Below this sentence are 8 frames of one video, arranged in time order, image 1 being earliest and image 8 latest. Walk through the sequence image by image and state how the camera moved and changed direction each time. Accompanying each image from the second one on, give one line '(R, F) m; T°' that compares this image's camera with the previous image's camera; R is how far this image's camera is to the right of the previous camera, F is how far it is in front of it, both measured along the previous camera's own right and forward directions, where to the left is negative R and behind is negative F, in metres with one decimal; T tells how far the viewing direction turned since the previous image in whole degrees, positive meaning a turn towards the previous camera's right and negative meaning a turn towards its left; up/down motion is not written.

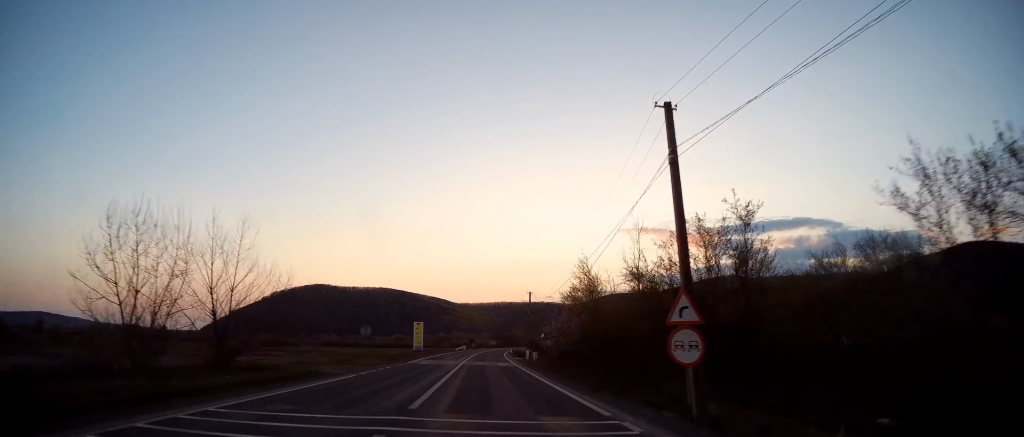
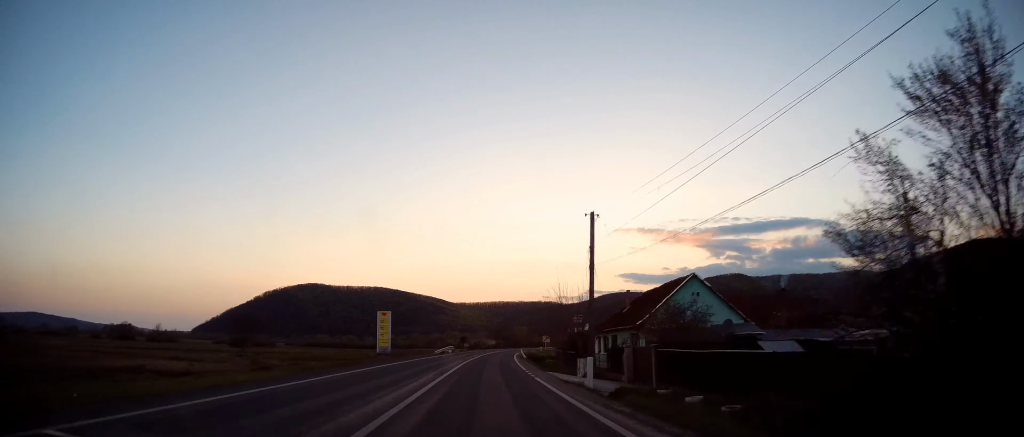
(+0.5, +35.1) m; +1°
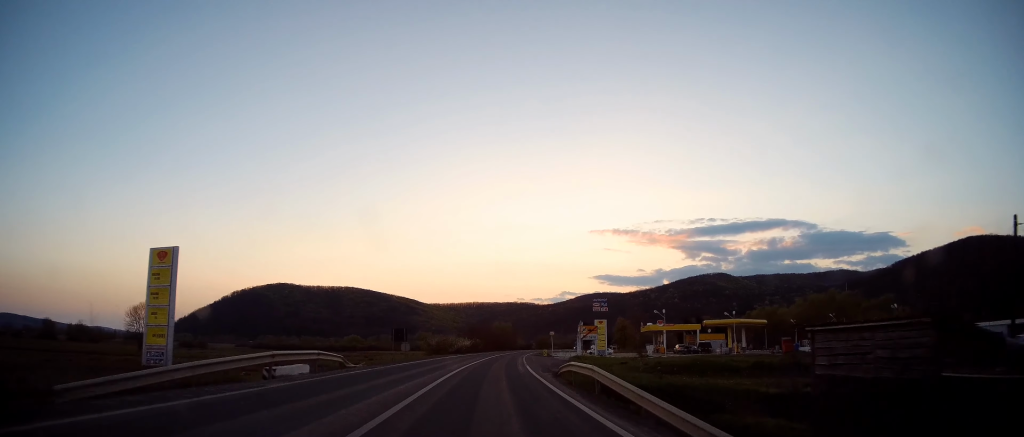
(-0.1, +51.2) m; +1°
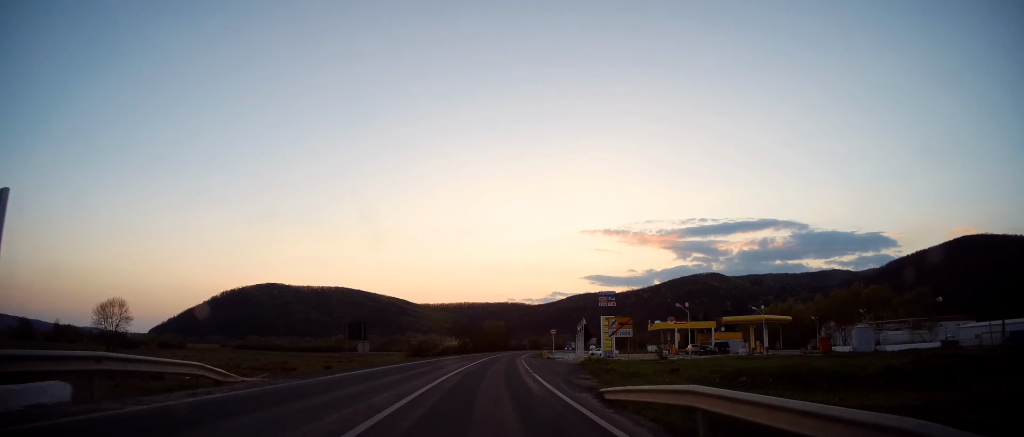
(-0.1, +11.4) m; +1°
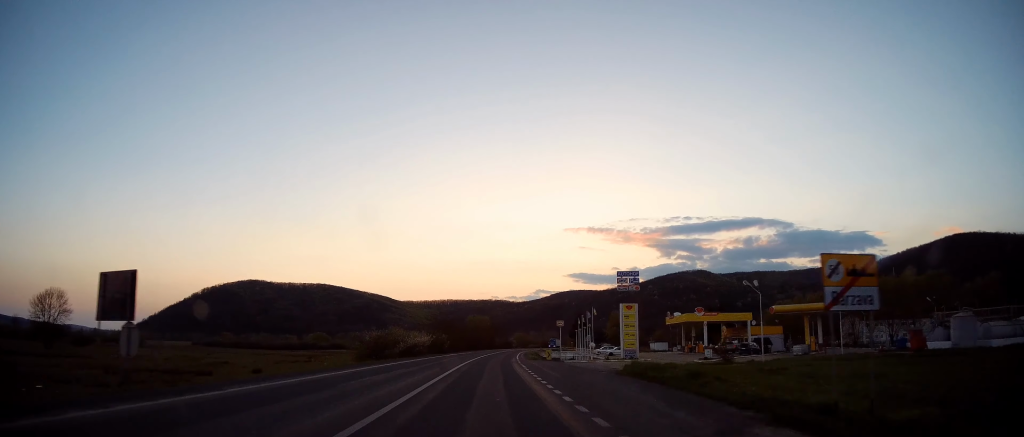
(+0.4, +19.2) m; +2°
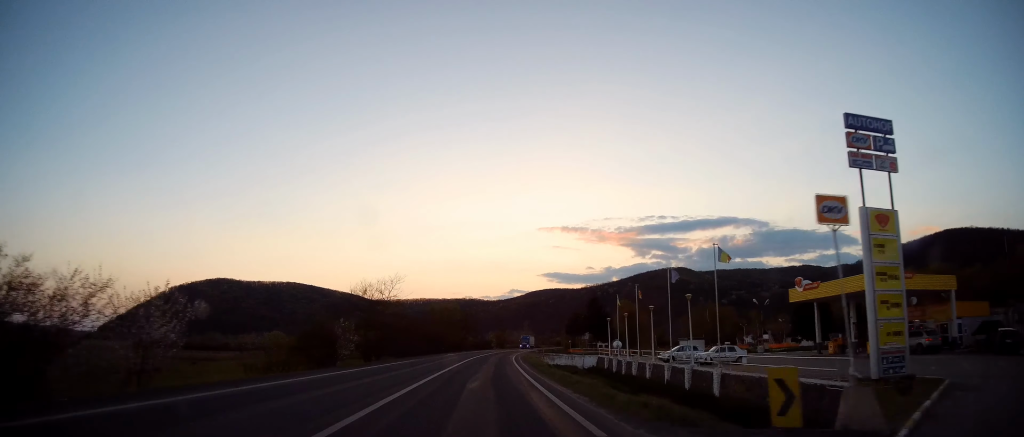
(+1.6, +42.6) m; +4°
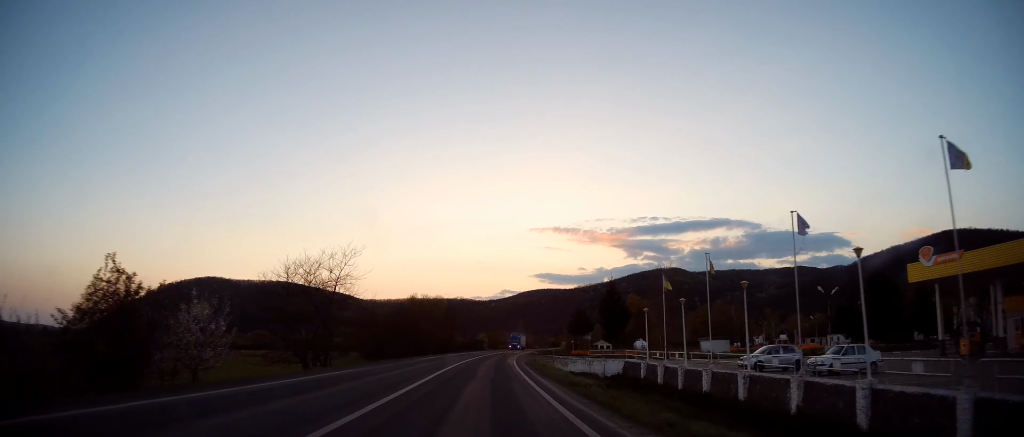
(+0.1, +15.7) m; +1°
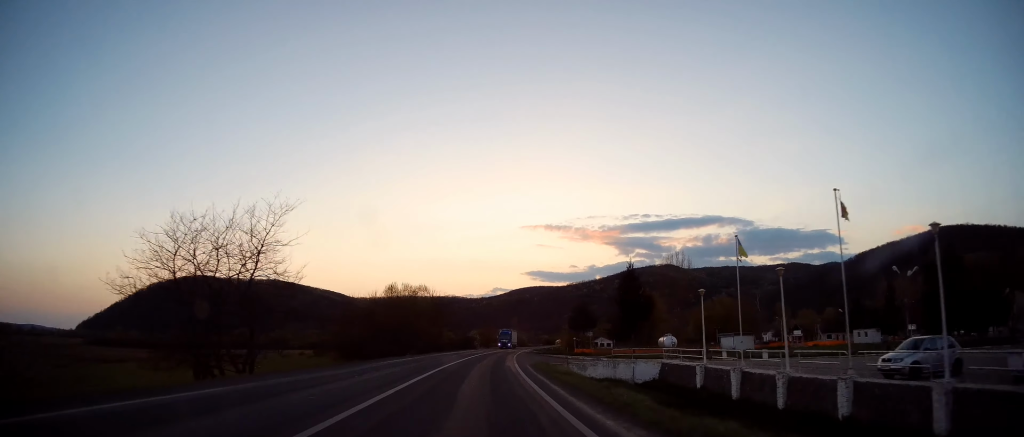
(+0.3, +12.2) m; +1°
